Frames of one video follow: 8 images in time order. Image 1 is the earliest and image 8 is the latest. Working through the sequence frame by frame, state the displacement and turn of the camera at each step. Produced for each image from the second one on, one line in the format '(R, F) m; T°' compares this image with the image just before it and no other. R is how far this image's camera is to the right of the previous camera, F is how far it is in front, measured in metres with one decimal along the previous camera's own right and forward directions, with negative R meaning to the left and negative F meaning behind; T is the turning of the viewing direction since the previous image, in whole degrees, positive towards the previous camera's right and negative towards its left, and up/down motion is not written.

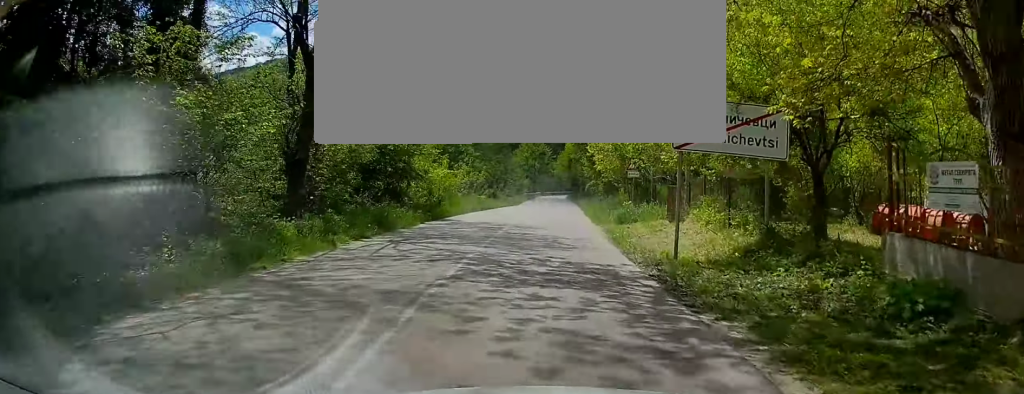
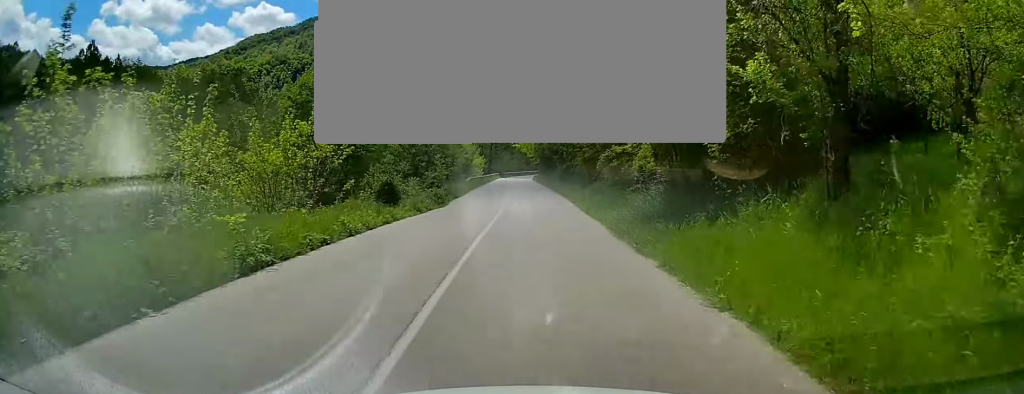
(+0.8, +28.2) m; +3°
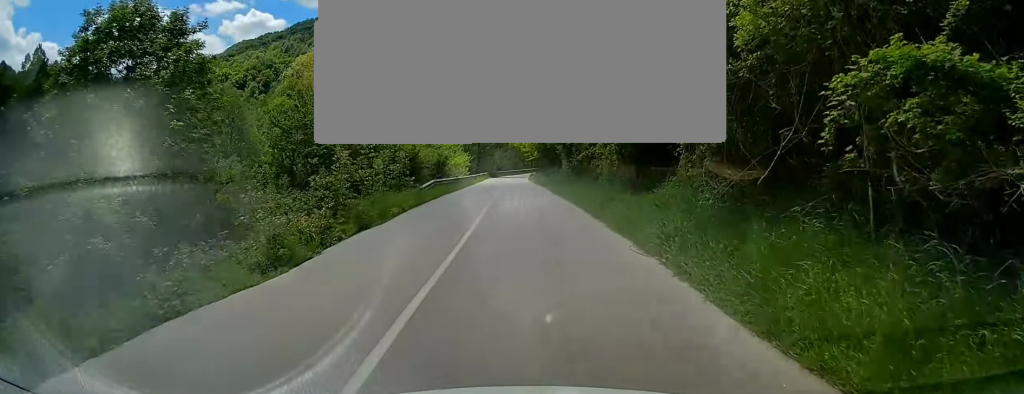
(+0.1, +16.0) m; 0°
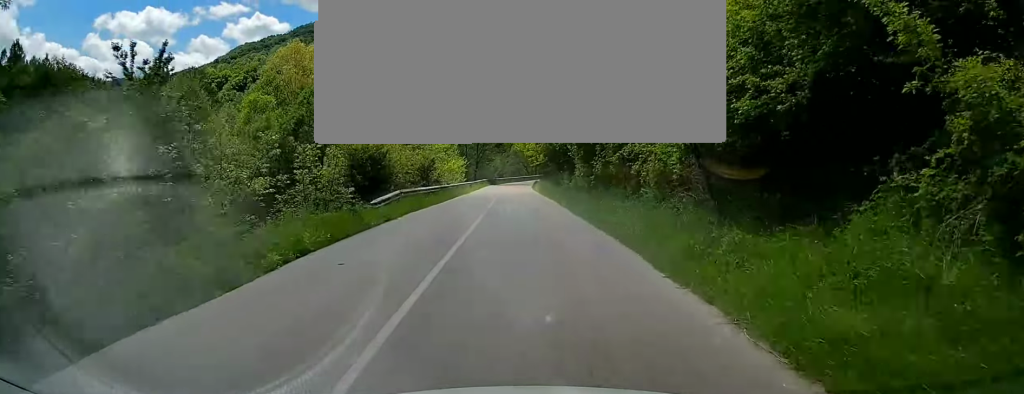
(0.0, +8.8) m; 0°
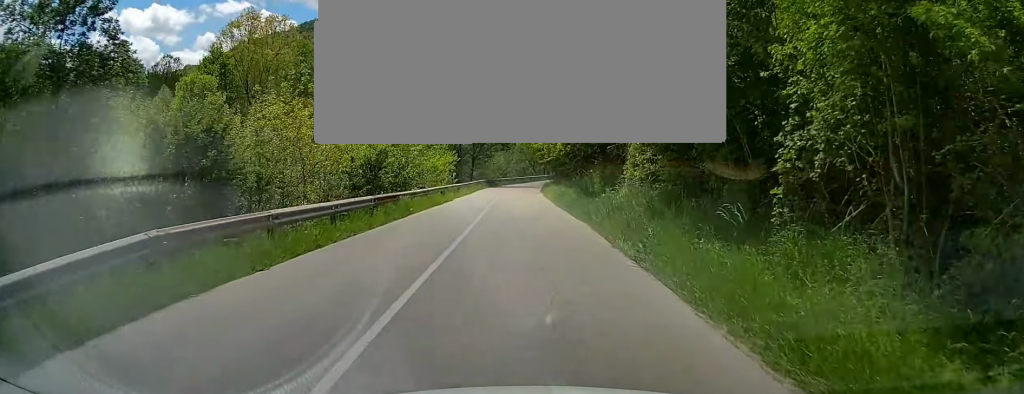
(0.0, +15.6) m; 0°
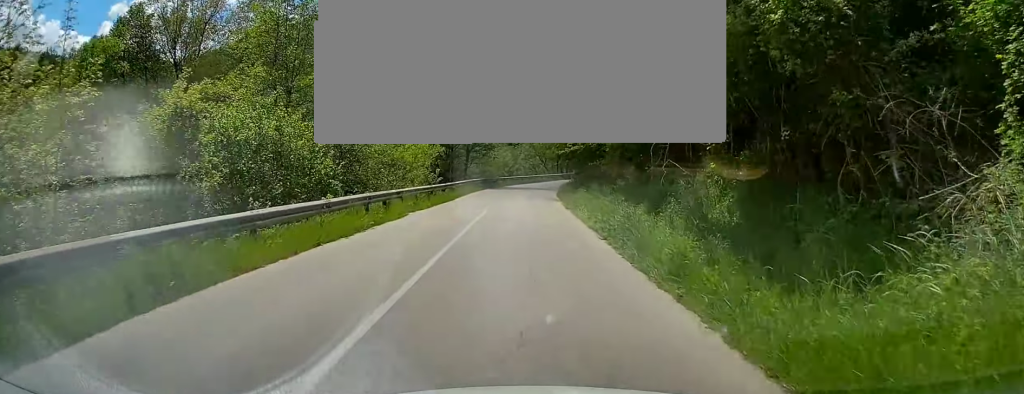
(-0.1, +16.4) m; 0°
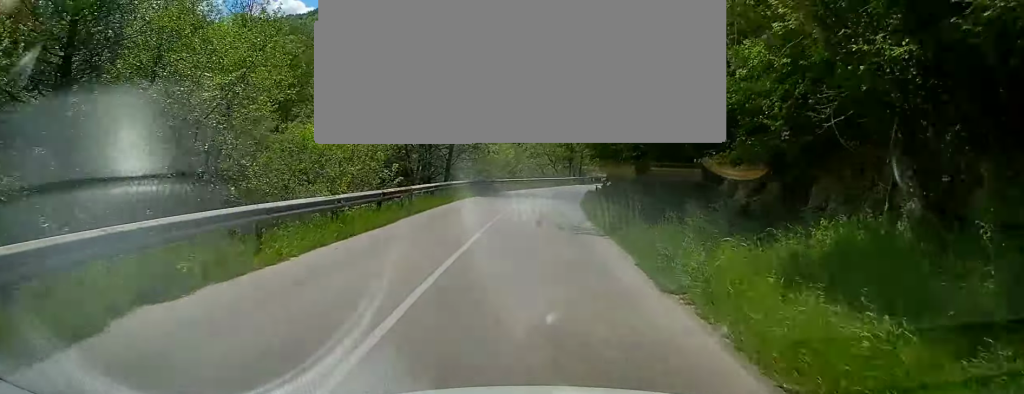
(0.0, +16.0) m; 0°
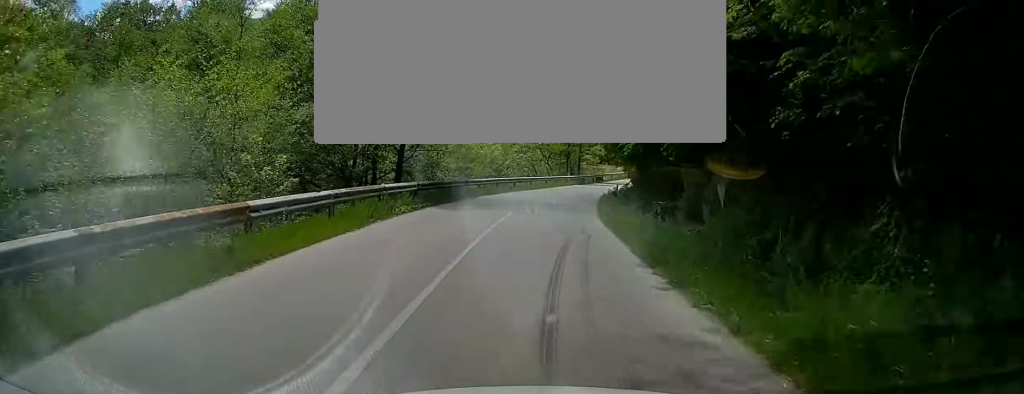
(0.0, +12.2) m; 0°
